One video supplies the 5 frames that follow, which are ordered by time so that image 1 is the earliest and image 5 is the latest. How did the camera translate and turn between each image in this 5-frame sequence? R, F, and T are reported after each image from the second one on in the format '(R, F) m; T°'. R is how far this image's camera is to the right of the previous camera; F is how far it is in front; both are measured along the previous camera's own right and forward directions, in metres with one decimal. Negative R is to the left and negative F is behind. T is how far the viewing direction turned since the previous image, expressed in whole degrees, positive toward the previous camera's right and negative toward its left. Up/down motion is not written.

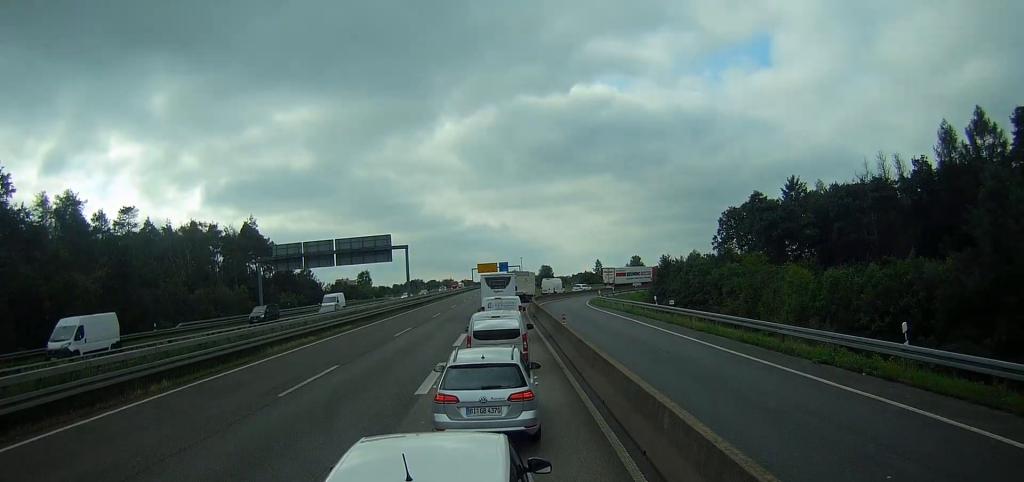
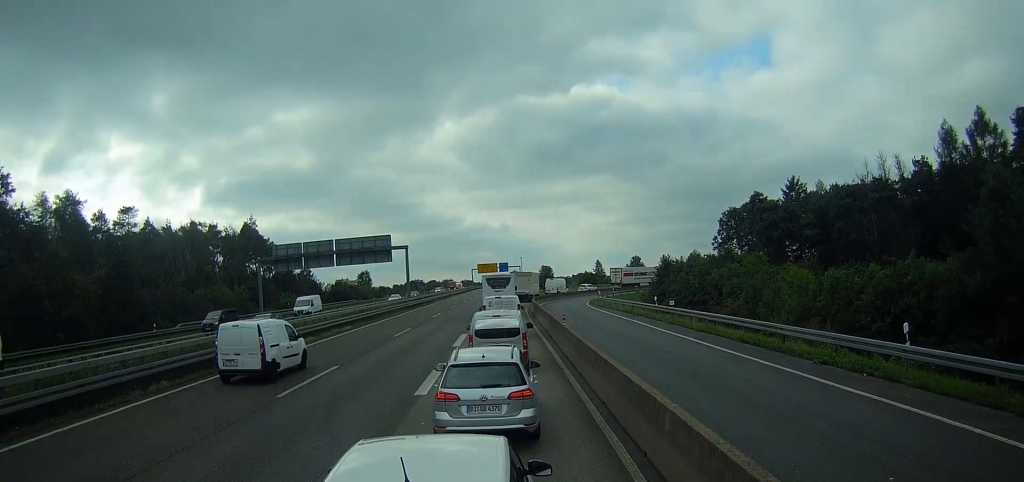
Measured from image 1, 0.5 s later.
(-0.1, 0.0) m; 0°
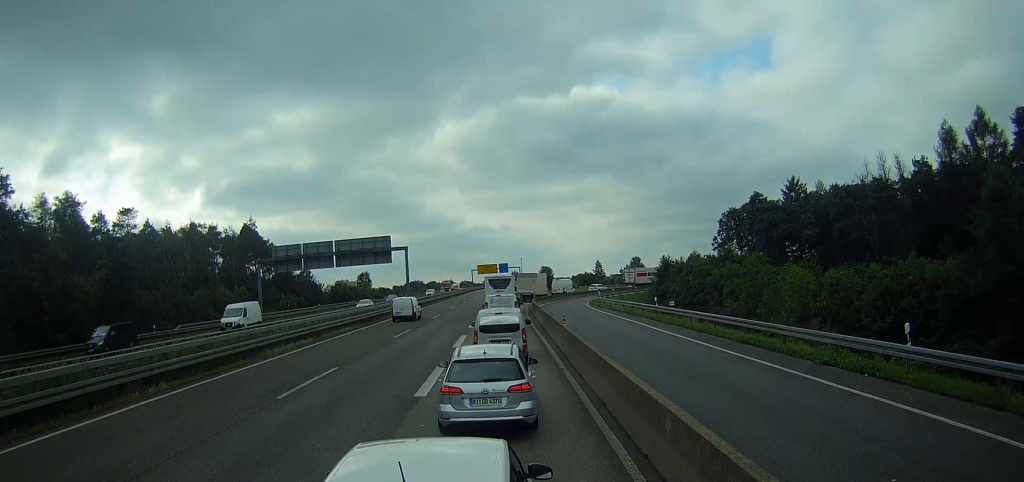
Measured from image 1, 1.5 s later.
(0.0, 0.0) m; 0°
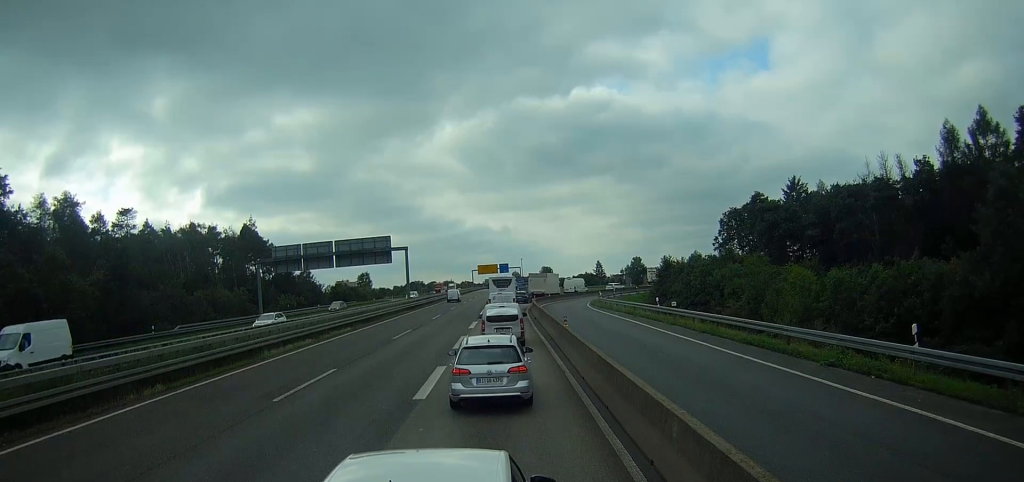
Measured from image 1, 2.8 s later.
(0.0, 0.0) m; 0°
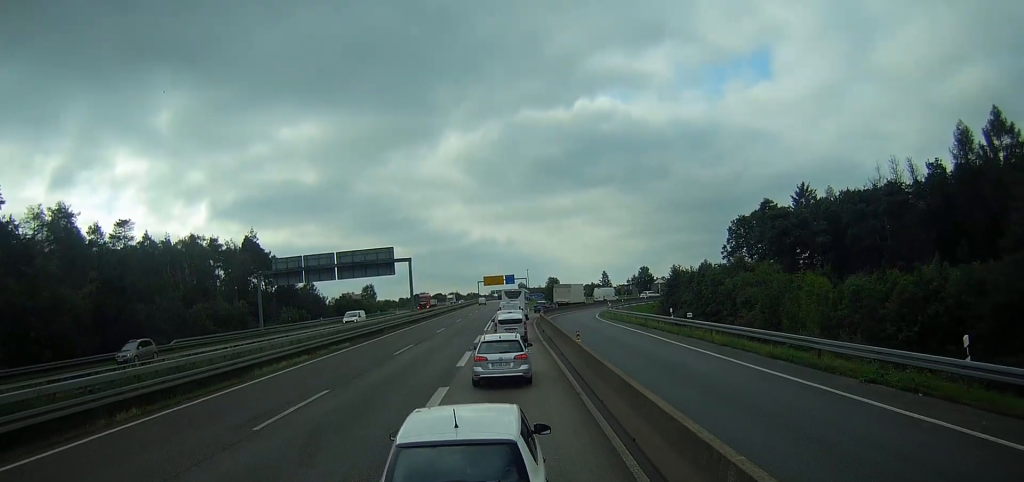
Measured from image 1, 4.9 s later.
(-0.2, 0.0) m; 0°
